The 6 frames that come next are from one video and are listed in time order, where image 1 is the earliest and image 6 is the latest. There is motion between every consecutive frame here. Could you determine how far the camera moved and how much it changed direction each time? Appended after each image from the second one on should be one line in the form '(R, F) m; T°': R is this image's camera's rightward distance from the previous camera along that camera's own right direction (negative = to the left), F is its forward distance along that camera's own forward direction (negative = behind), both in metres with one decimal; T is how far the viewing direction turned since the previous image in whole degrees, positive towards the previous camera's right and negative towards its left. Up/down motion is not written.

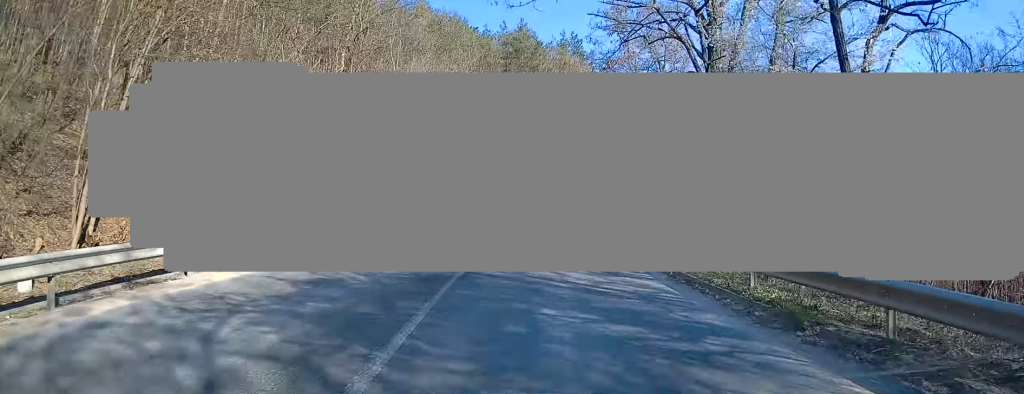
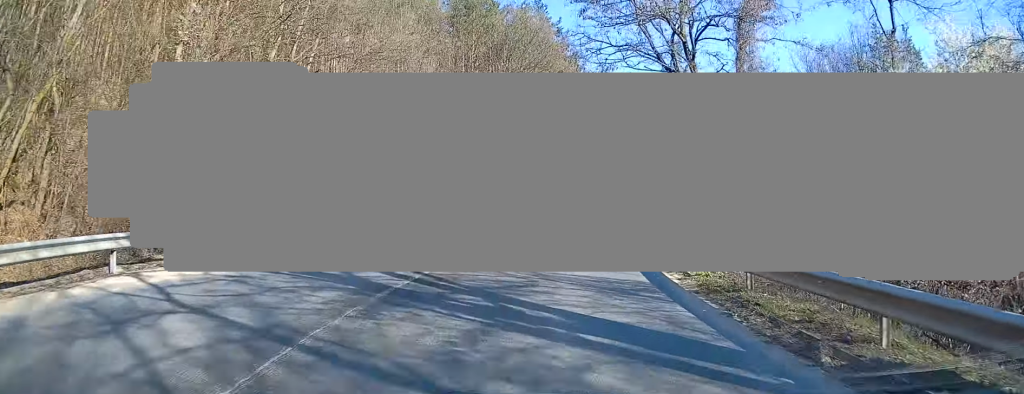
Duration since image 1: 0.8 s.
(+0.5, +12.7) m; +5°
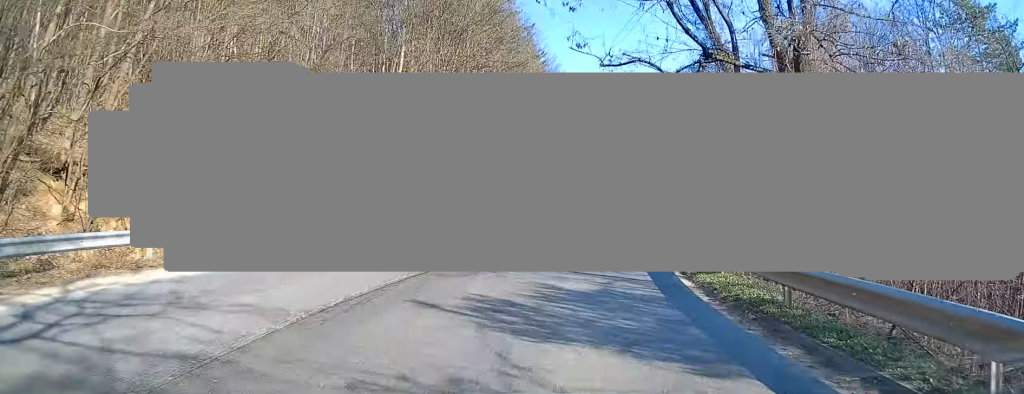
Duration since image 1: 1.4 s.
(+0.6, +9.8) m; +4°
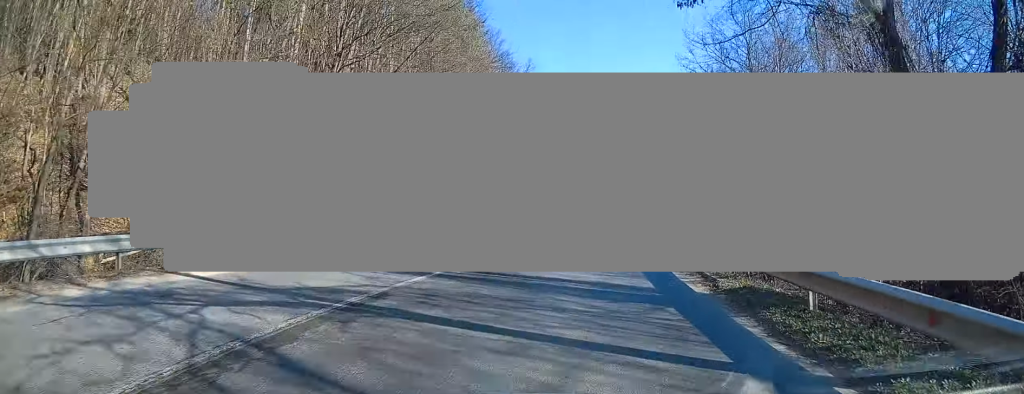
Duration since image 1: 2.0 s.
(+0.2, +8.8) m; +4°
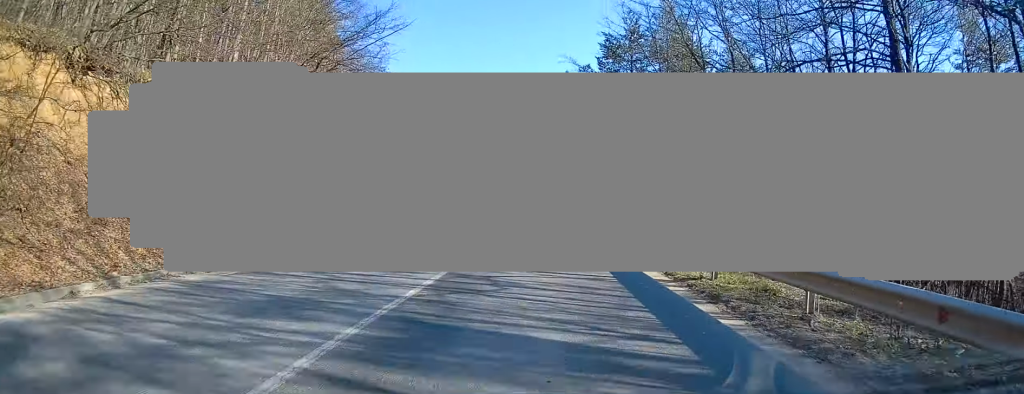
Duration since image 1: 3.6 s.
(+2.2, +25.1) m; +8°
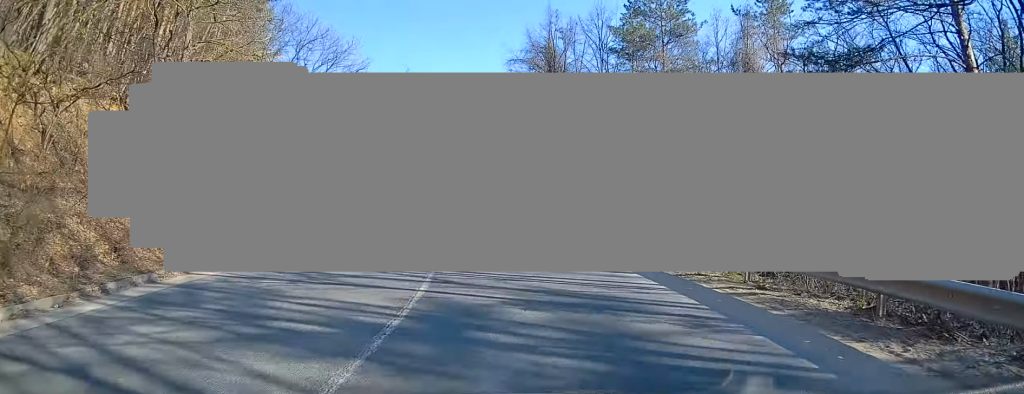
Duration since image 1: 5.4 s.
(+0.2, +29.1) m; -4°
